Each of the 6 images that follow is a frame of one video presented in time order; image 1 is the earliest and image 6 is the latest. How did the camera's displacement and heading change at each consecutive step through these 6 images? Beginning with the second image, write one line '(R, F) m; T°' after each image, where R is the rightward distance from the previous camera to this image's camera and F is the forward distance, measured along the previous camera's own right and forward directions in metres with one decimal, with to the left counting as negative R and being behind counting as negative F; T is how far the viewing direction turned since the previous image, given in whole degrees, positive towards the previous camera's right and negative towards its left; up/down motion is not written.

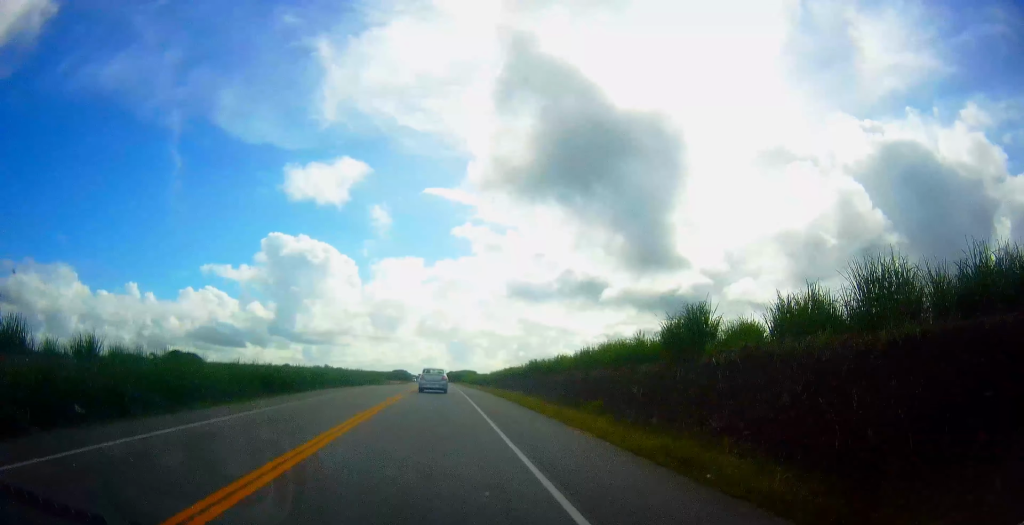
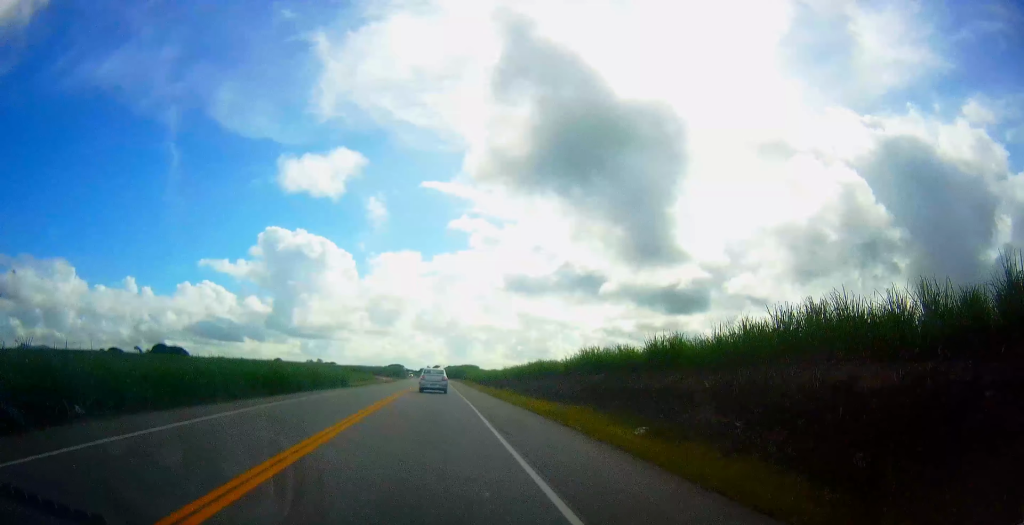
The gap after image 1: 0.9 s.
(+0.2, +23.7) m; 0°
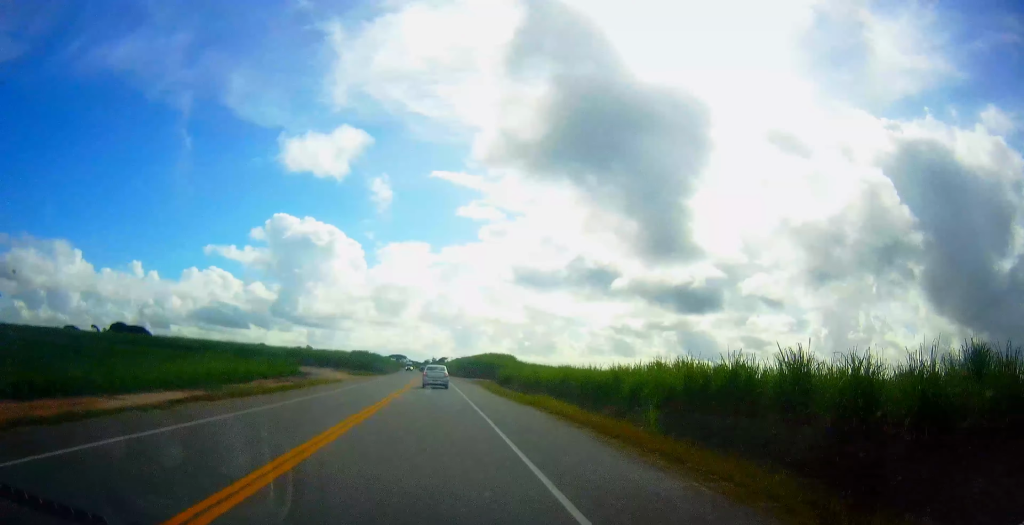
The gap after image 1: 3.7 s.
(-1.2, +73.6) m; -1°
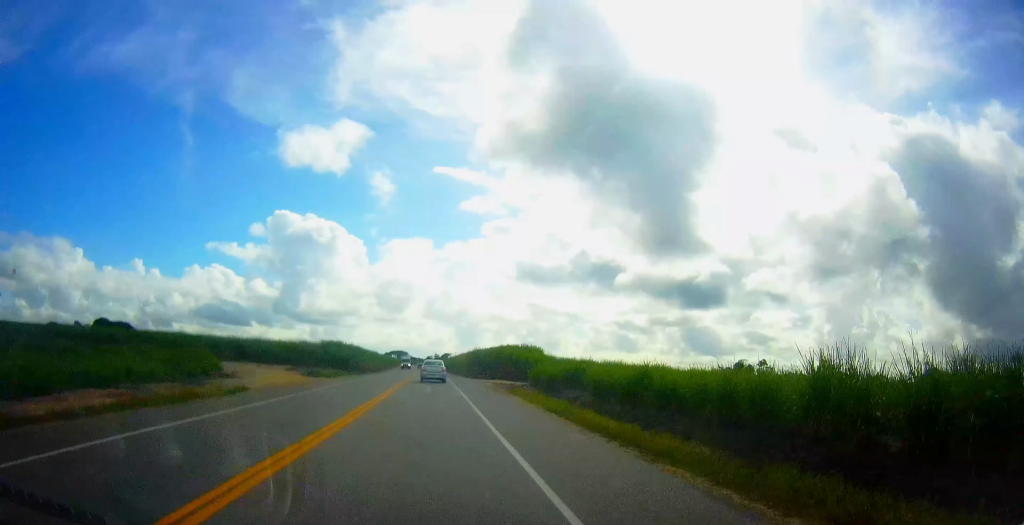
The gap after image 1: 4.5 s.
(-0.1, +24.3) m; 0°
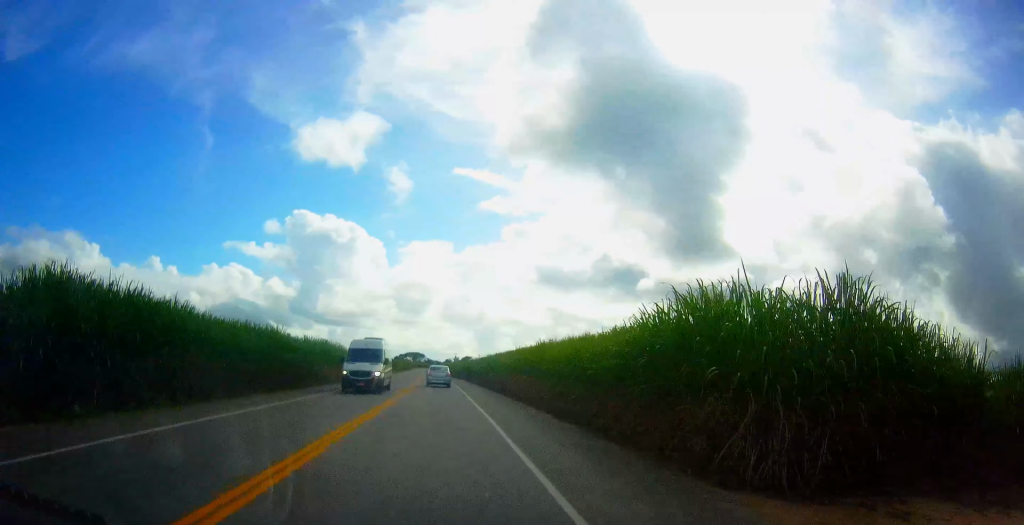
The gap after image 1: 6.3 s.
(+0.5, +49.8) m; 0°
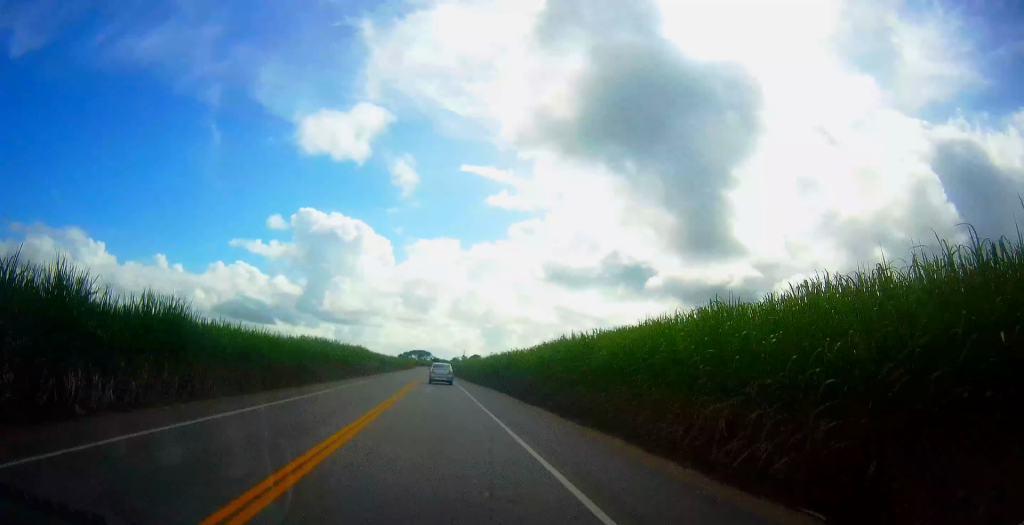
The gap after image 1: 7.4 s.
(-0.7, +32.7) m; -2°
